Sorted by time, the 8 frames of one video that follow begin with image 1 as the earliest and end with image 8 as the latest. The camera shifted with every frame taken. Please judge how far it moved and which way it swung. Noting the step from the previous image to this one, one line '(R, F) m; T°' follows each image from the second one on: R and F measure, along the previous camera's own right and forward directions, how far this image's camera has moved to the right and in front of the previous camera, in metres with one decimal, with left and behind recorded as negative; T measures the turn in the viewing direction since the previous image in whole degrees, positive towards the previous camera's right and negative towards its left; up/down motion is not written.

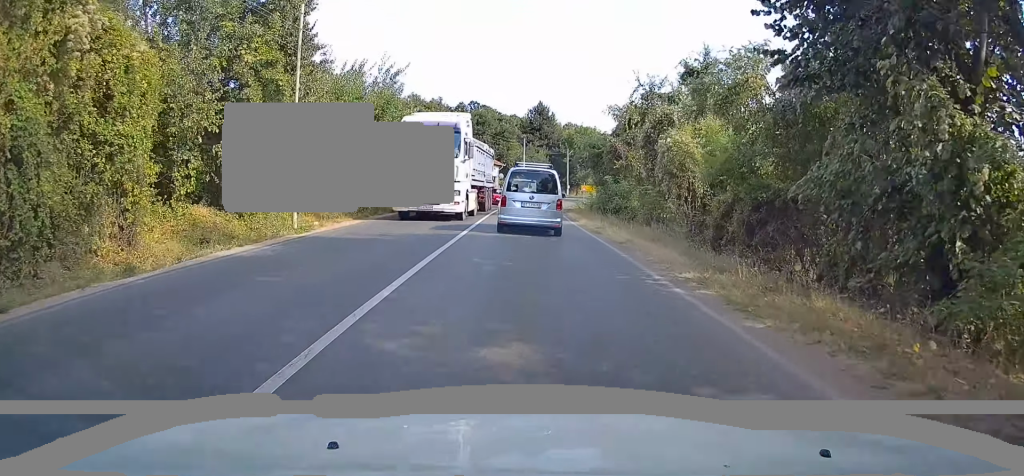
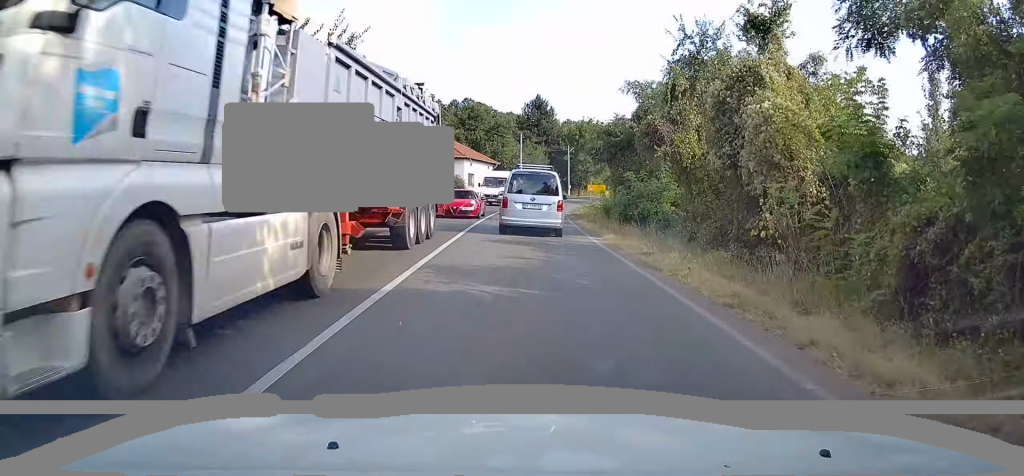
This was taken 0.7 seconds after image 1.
(+0.2, +8.8) m; 0°
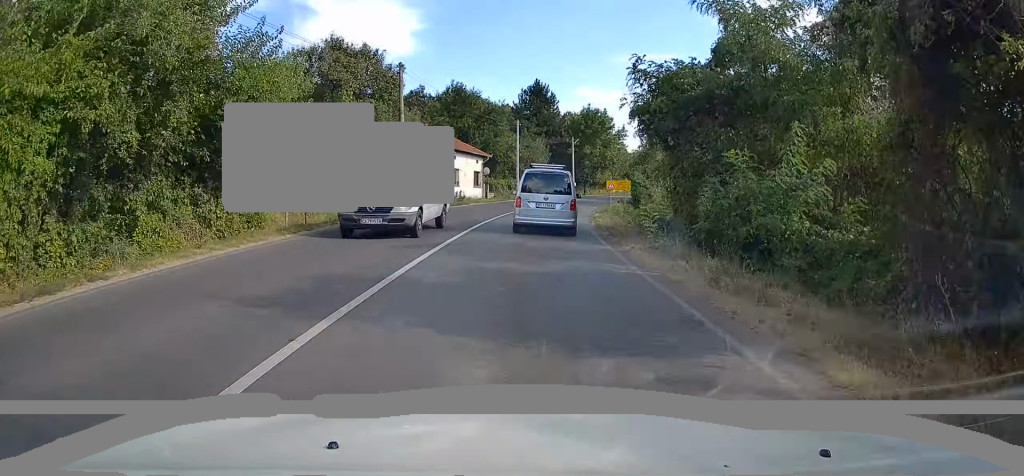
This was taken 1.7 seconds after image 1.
(-0.3, +13.7) m; 0°
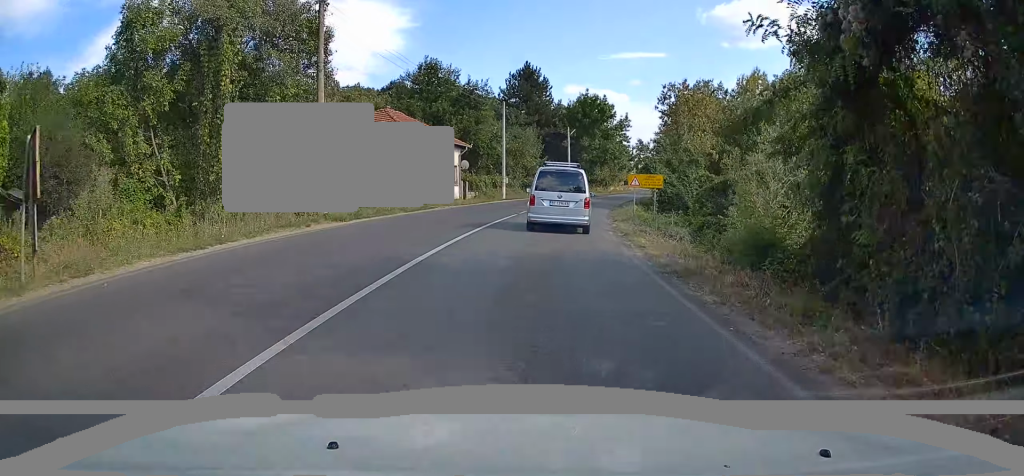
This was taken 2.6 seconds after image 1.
(+0.1, +12.1) m; +1°
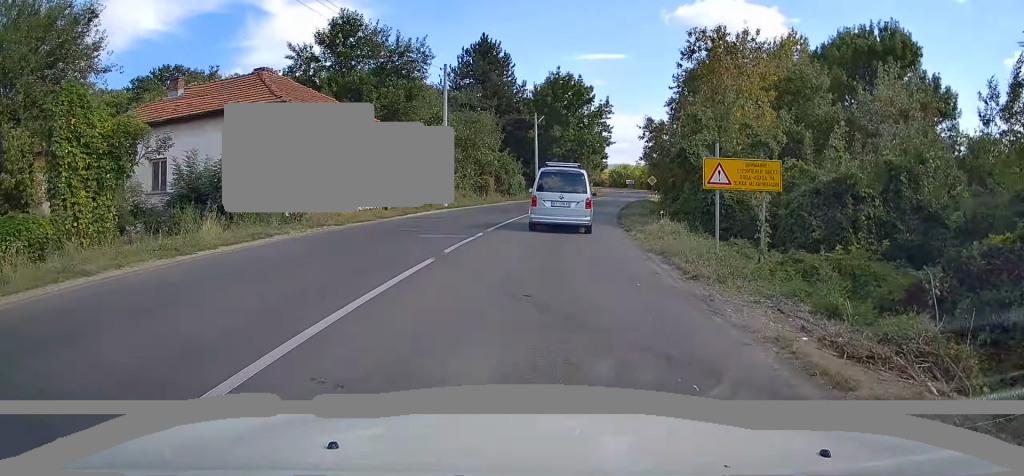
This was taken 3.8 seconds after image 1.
(+0.3, +16.6) m; +2°
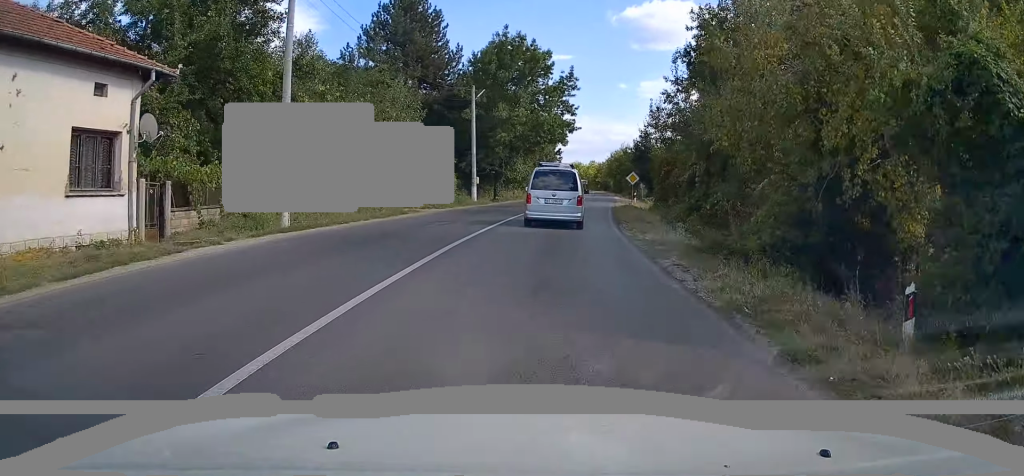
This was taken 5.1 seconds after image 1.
(+0.6, +17.4) m; +5°
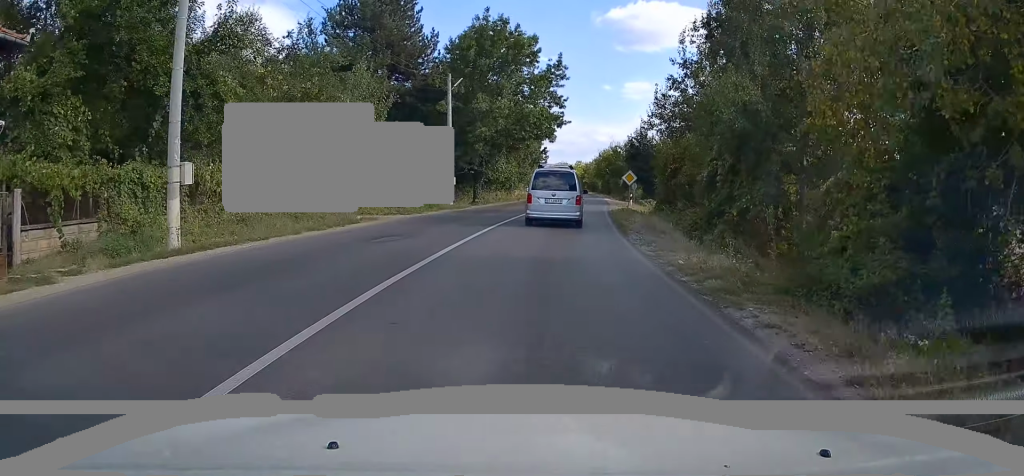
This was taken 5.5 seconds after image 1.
(+0.3, +5.4) m; +1°
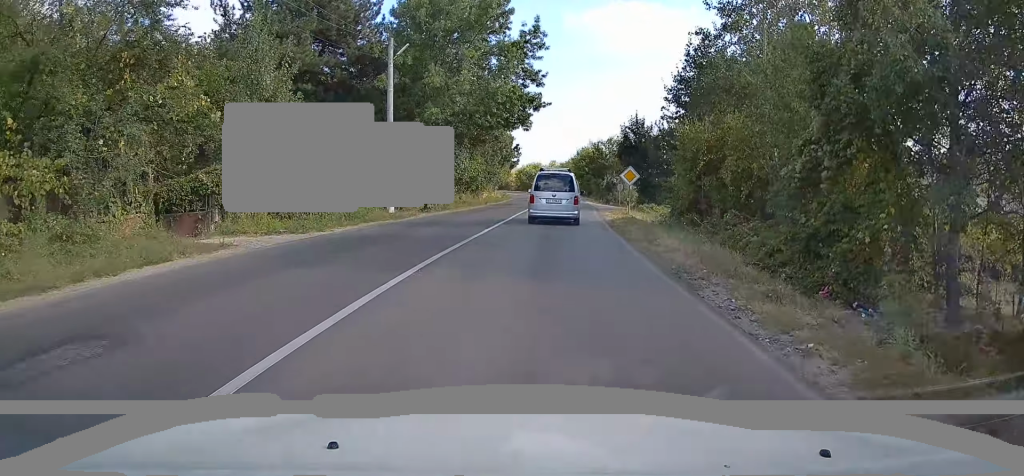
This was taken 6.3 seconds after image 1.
(+0.3, +10.2) m; +2°
